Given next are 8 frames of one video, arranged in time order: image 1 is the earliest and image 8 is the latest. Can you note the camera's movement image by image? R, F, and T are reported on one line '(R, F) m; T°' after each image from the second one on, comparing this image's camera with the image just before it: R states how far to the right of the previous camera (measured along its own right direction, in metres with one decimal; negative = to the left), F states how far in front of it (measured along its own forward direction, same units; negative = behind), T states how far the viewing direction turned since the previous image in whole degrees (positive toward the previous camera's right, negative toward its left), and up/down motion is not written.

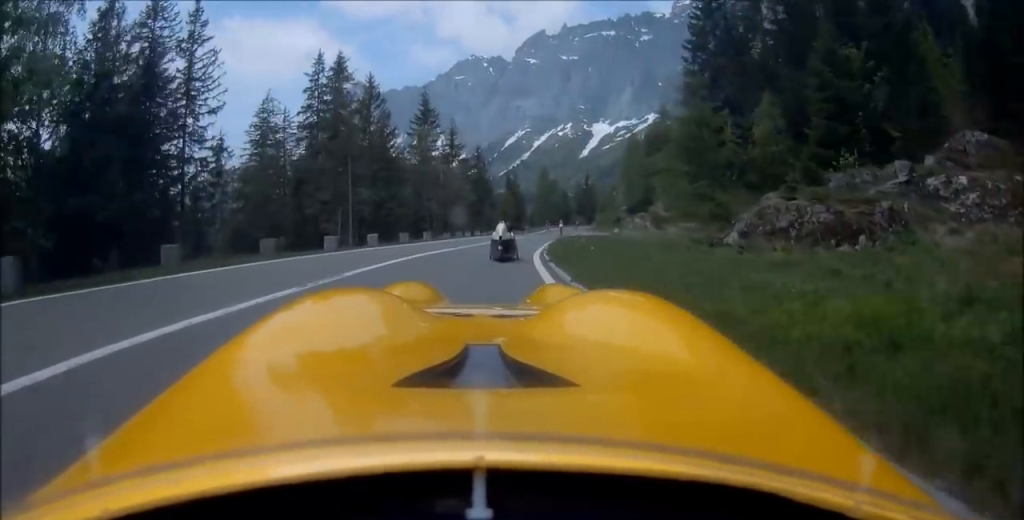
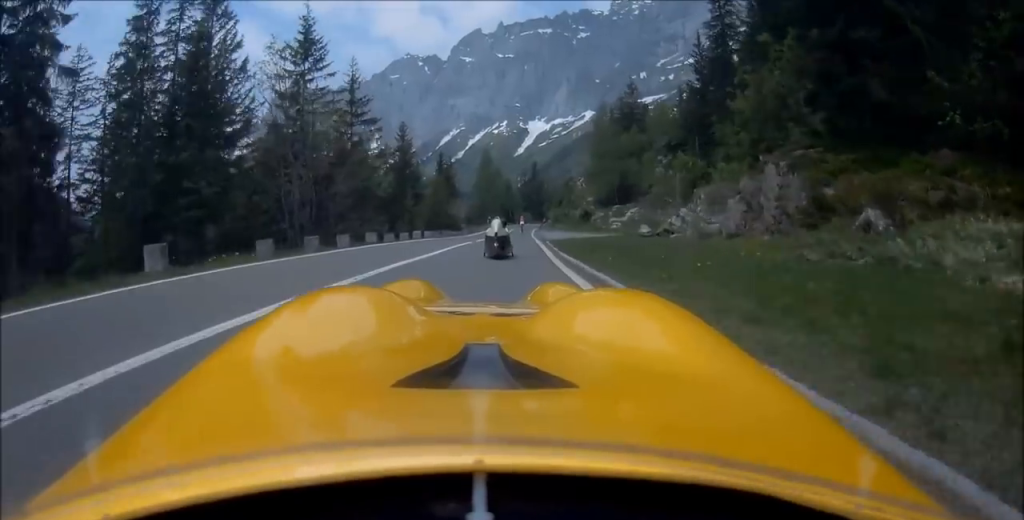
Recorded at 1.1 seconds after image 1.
(+1.4, +22.8) m; +5°
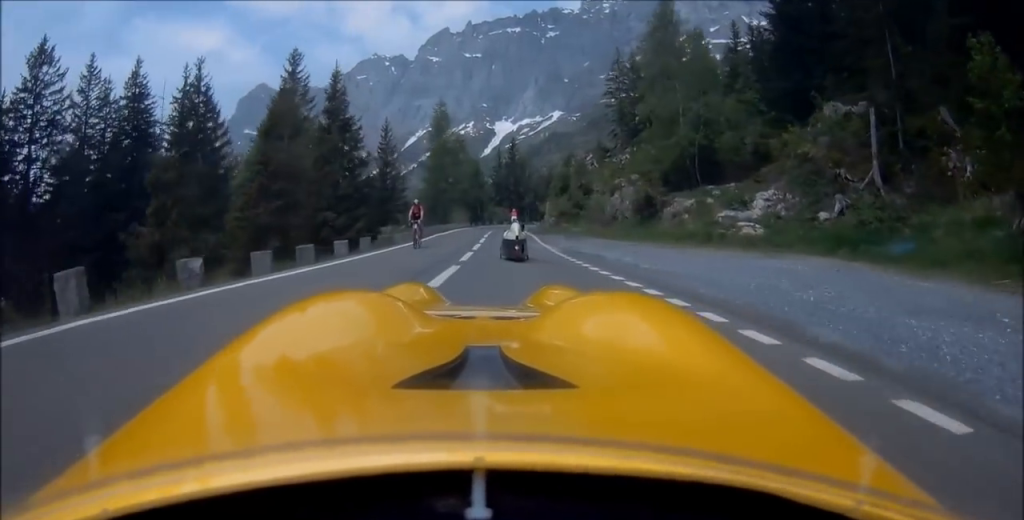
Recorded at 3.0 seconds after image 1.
(+1.9, +37.3) m; +5°
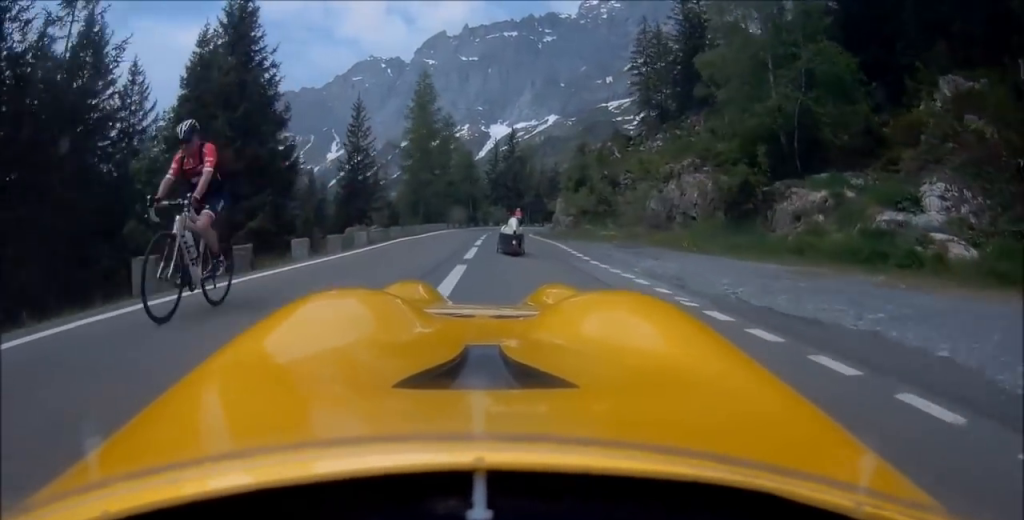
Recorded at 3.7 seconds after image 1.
(+0.3, +13.0) m; +1°
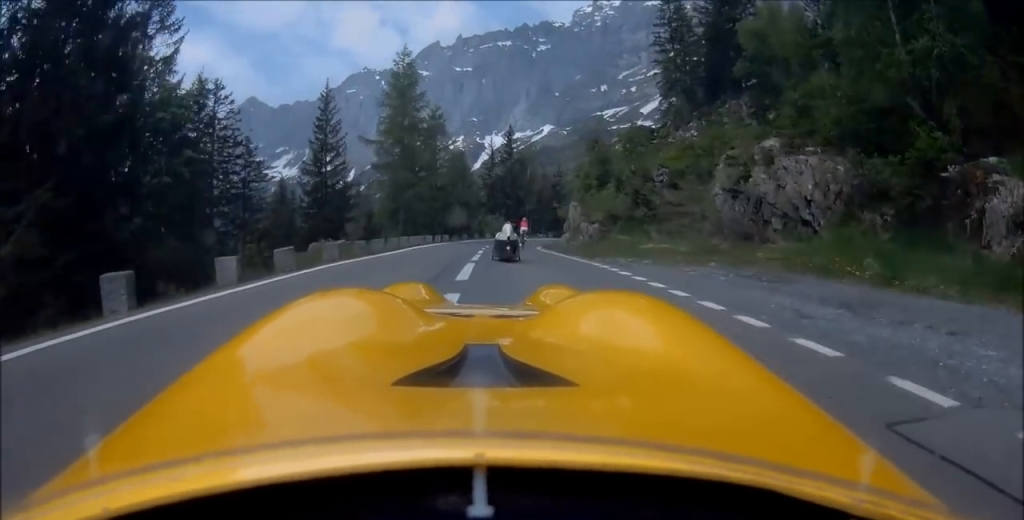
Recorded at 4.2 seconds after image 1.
(-0.2, +9.6) m; 0°
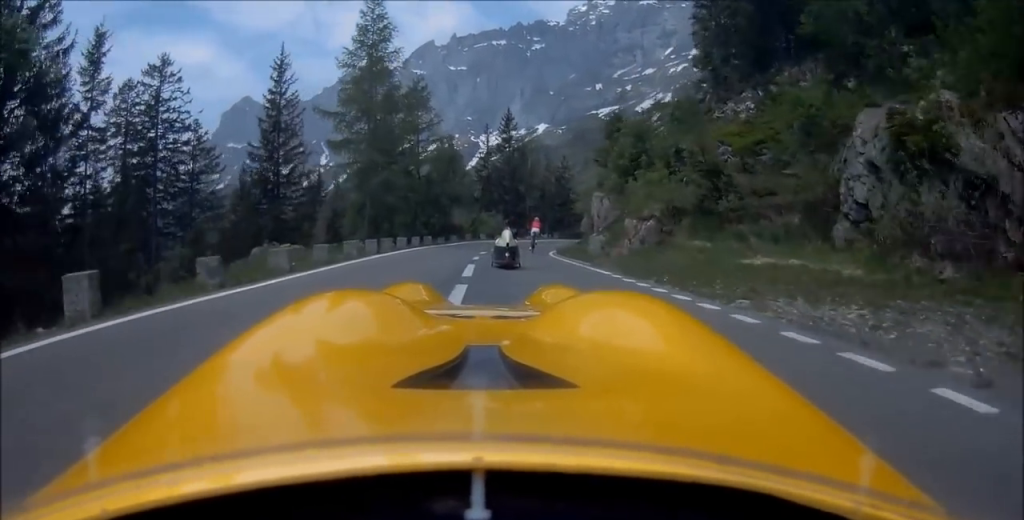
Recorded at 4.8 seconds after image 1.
(0.0, +9.7) m; +1°
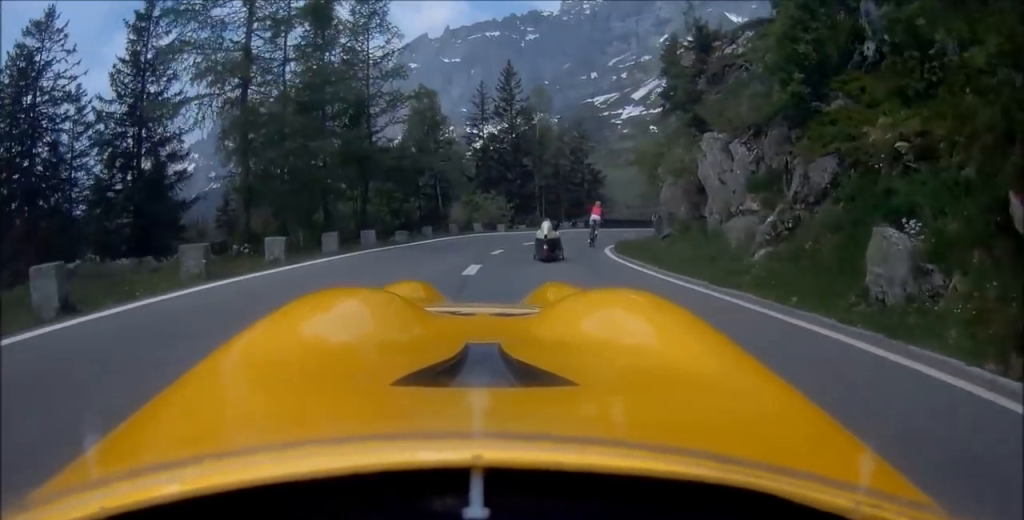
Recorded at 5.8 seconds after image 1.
(+0.4, +15.6) m; +3°
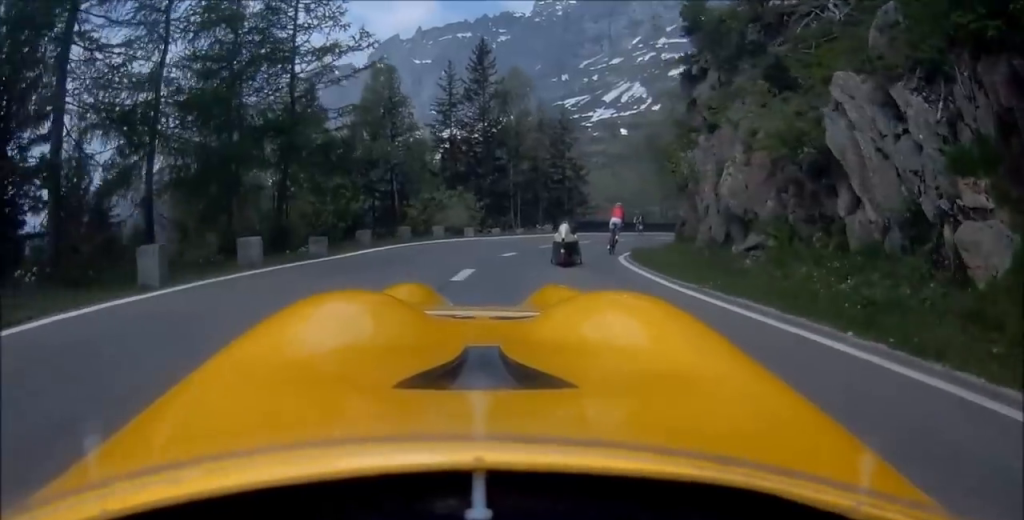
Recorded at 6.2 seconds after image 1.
(+0.1, +6.8) m; +2°
